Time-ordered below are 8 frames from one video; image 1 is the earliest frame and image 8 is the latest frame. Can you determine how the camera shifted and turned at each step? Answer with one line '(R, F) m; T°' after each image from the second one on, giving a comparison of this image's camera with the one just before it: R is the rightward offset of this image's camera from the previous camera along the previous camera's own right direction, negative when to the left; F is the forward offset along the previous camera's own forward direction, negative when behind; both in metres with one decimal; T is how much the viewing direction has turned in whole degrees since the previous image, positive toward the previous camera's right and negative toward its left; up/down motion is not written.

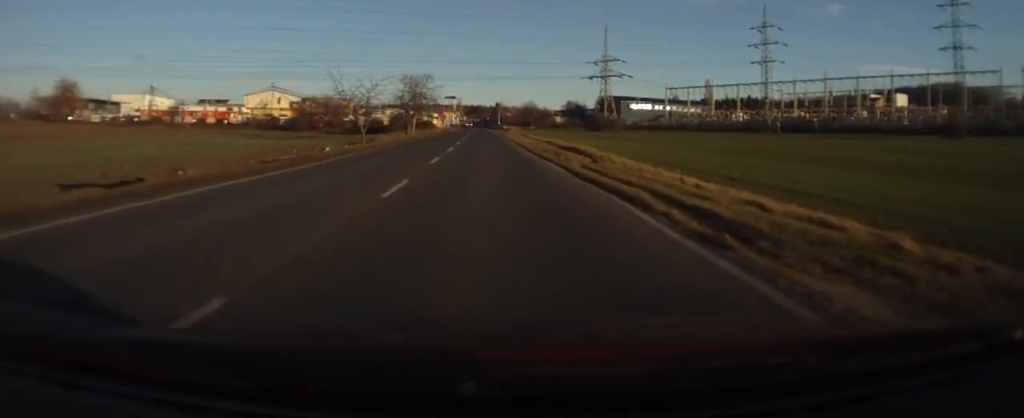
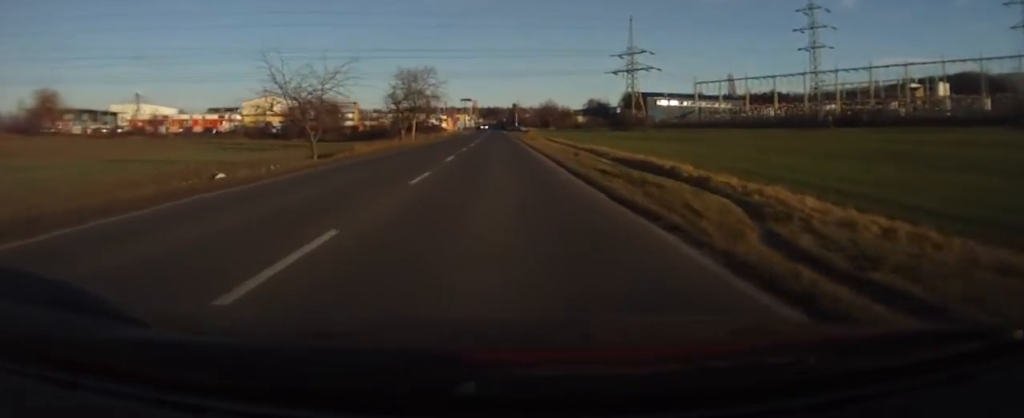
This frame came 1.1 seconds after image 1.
(-0.4, +15.1) m; -2°
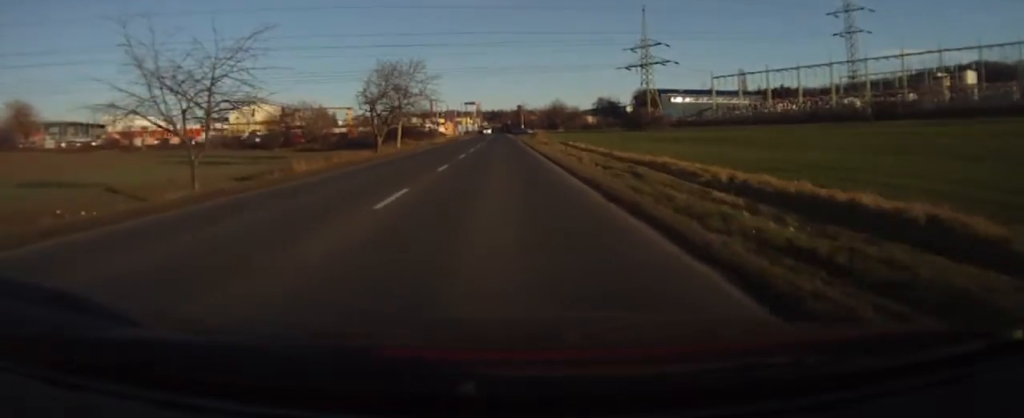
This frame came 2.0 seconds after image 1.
(-0.1, +12.2) m; -1°
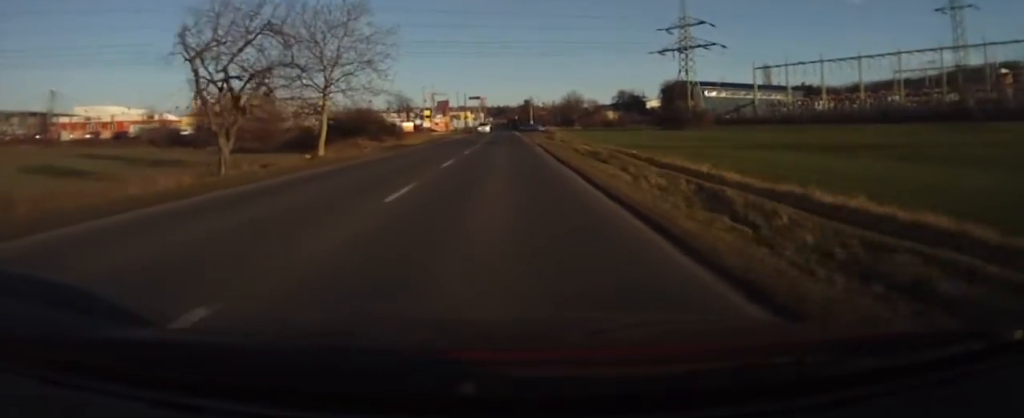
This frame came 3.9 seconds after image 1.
(-0.4, +25.7) m; -1°
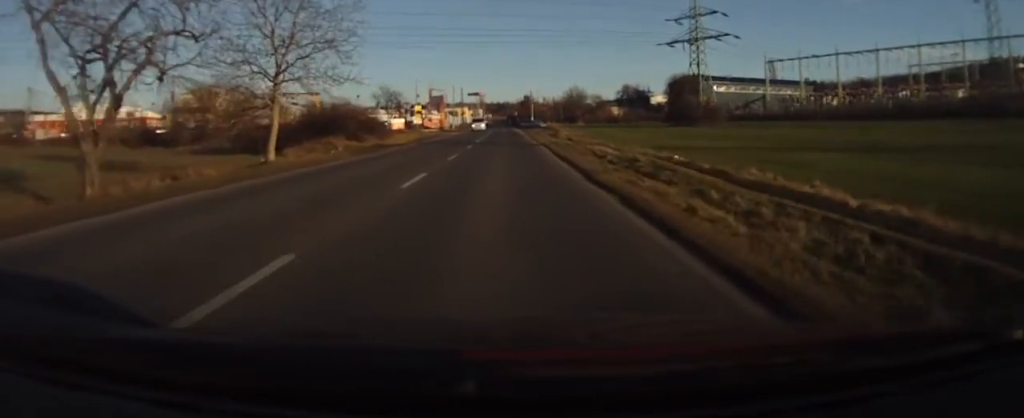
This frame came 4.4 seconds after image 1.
(0.0, +7.2) m; 0°
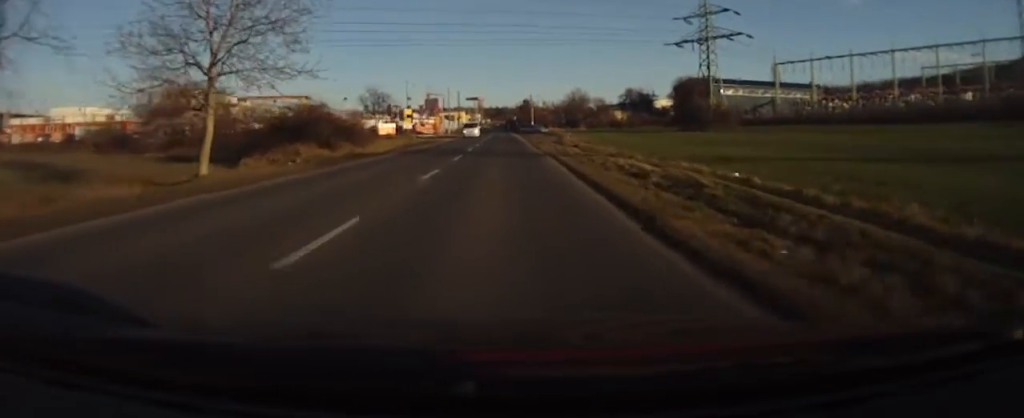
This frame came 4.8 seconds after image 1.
(0.0, +6.2) m; 0°
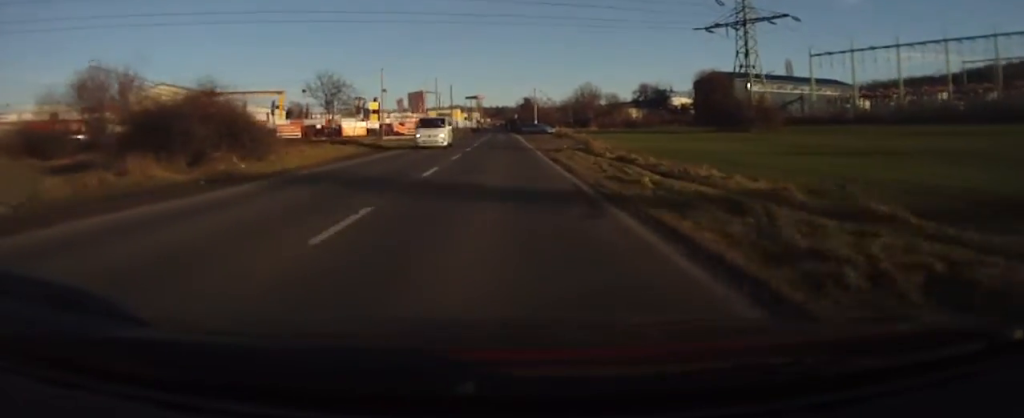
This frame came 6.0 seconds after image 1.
(+0.1, +16.8) m; 0°
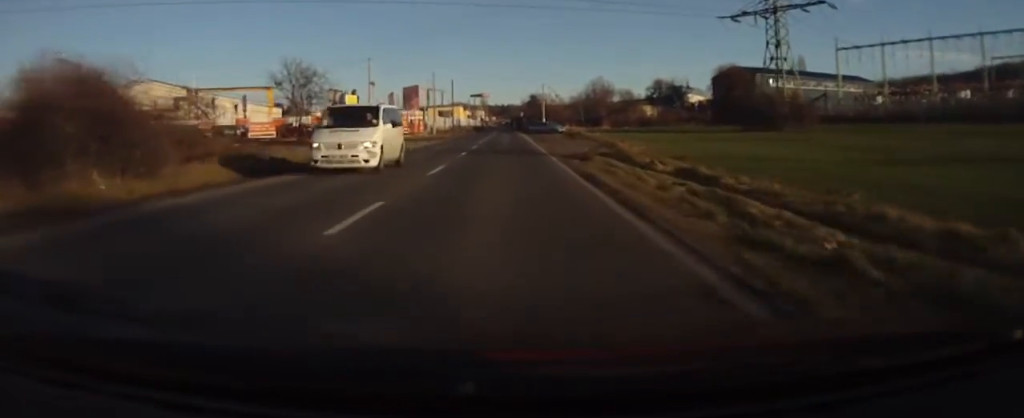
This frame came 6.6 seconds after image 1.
(-0.1, +8.7) m; 0°
